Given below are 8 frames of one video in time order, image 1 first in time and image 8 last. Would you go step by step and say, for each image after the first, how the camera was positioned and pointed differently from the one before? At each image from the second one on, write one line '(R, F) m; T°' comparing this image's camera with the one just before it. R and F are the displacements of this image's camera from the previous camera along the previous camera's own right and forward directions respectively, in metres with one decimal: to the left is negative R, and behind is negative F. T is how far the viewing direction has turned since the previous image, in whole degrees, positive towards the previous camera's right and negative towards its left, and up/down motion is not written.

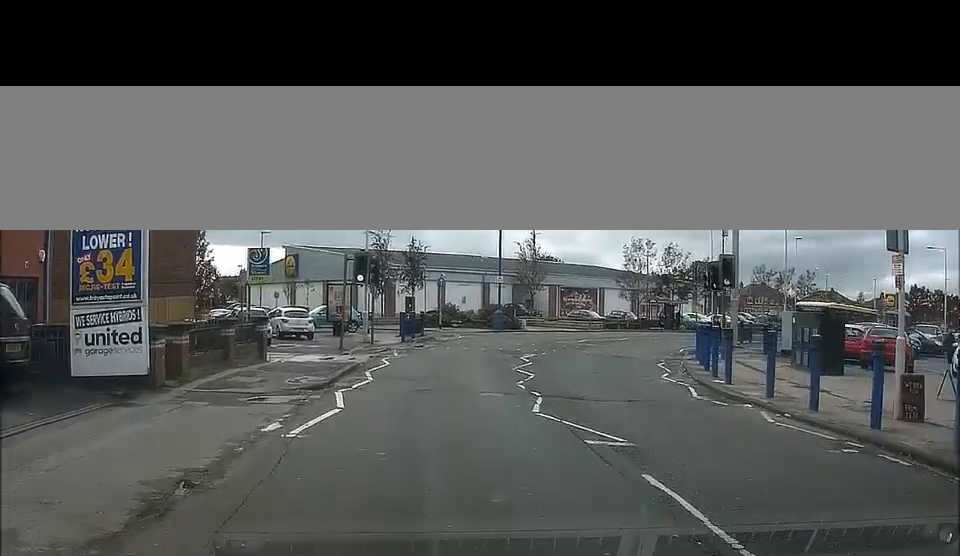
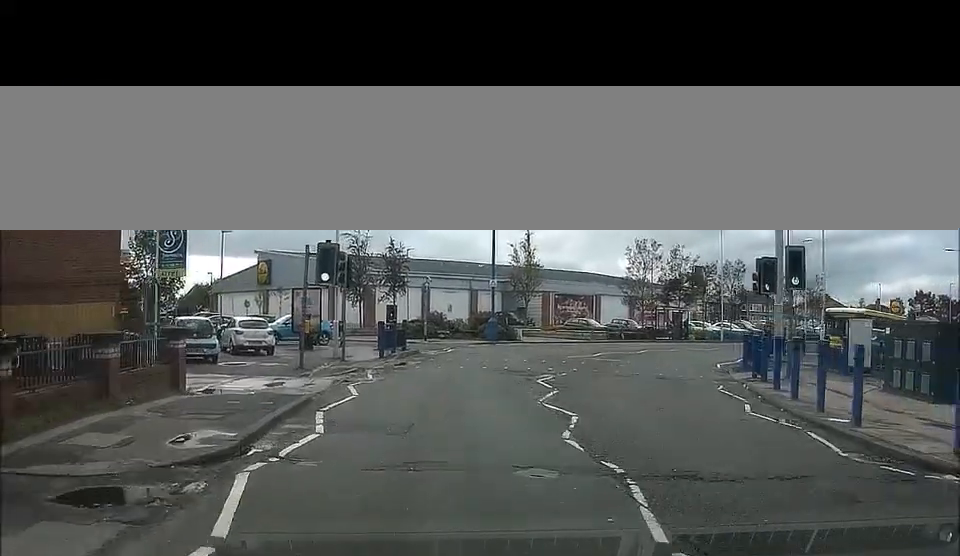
(-0.3, +5.1) m; -5°
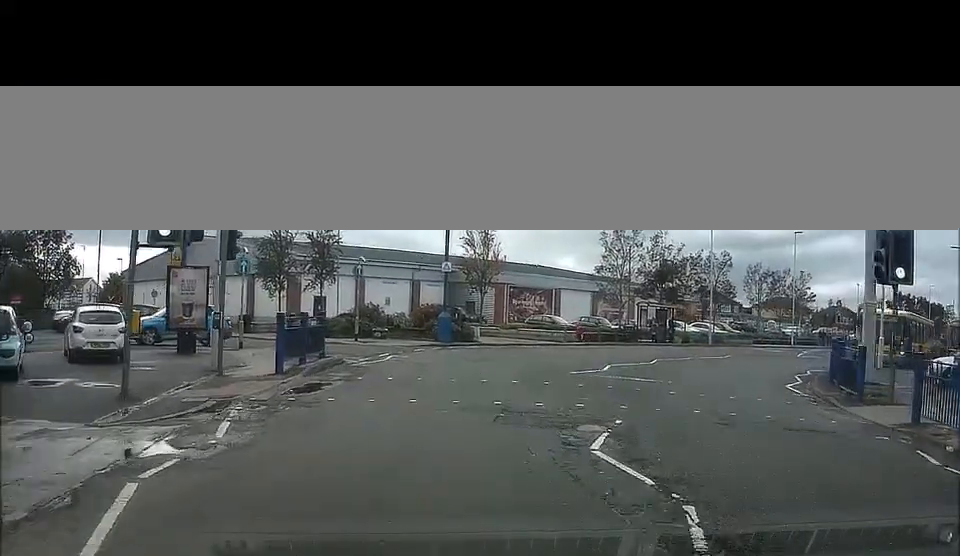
(-0.3, +9.7) m; +3°
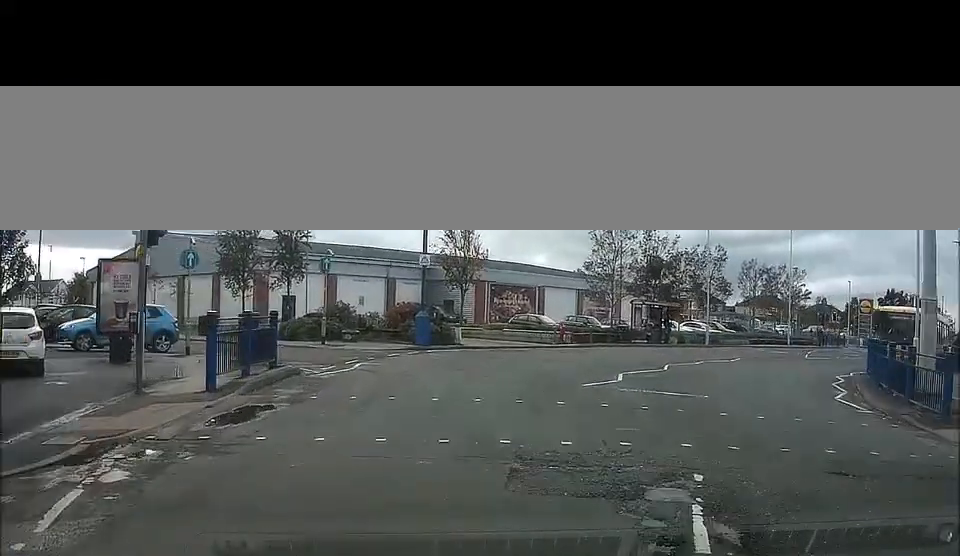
(+0.3, +4.8) m; +3°
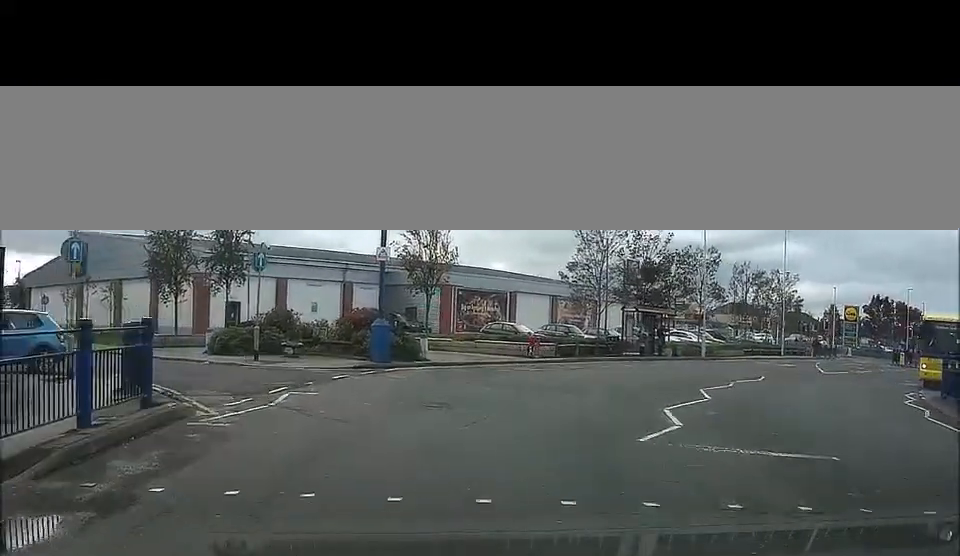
(+0.3, +7.5) m; +5°
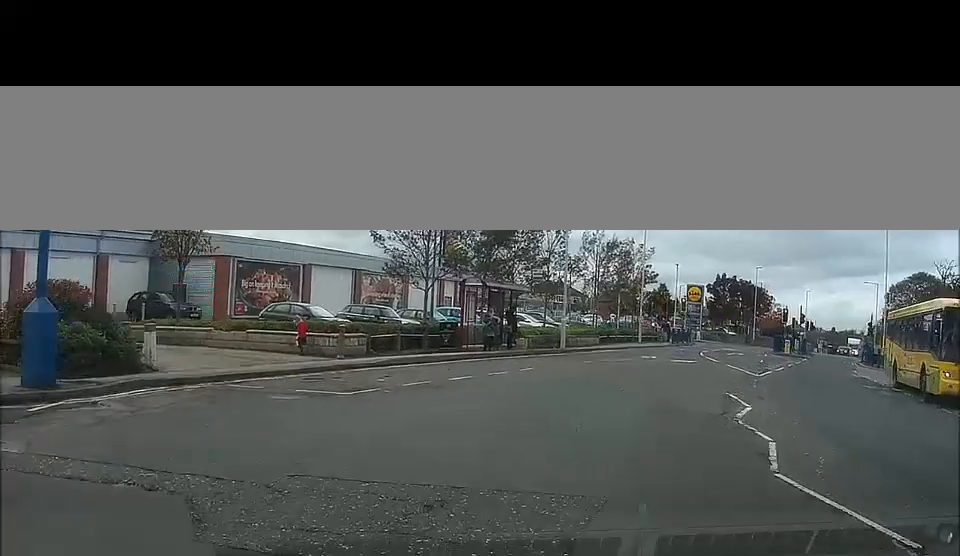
(+1.1, +12.4) m; +20°
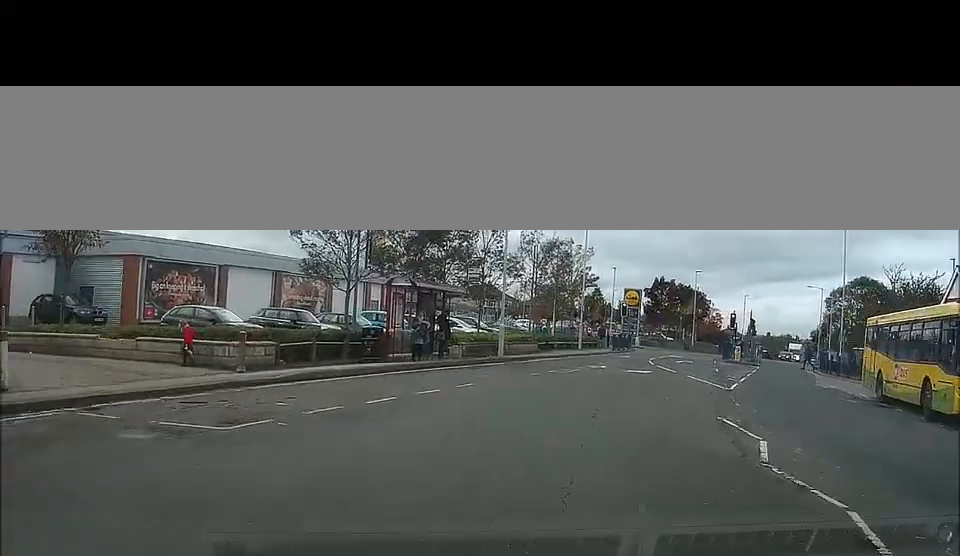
(+0.6, +3.3) m; +6°
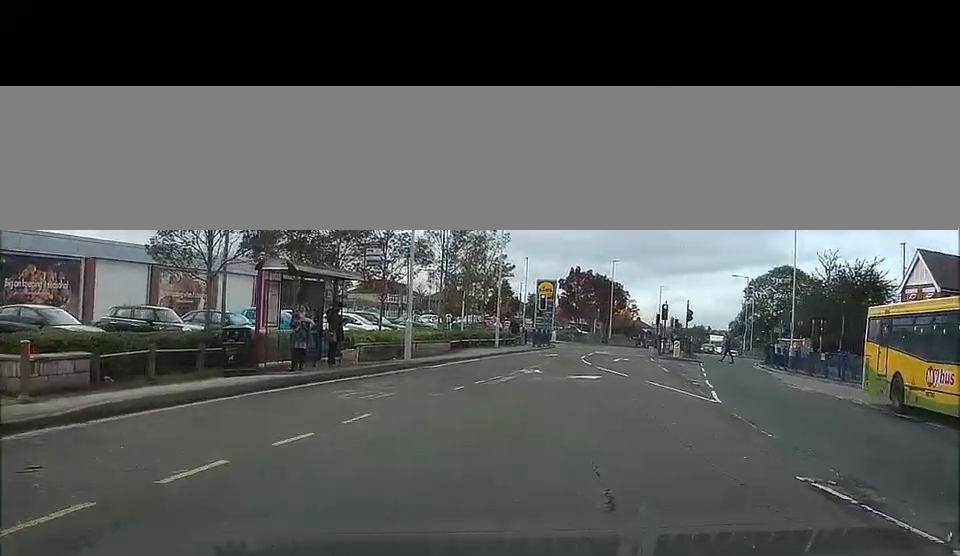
(+0.6, +6.7) m; +5°
